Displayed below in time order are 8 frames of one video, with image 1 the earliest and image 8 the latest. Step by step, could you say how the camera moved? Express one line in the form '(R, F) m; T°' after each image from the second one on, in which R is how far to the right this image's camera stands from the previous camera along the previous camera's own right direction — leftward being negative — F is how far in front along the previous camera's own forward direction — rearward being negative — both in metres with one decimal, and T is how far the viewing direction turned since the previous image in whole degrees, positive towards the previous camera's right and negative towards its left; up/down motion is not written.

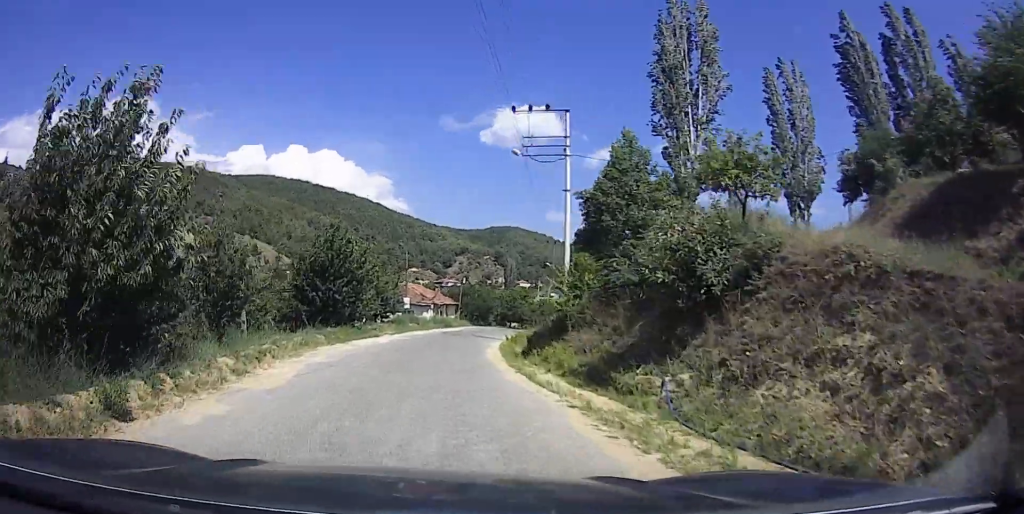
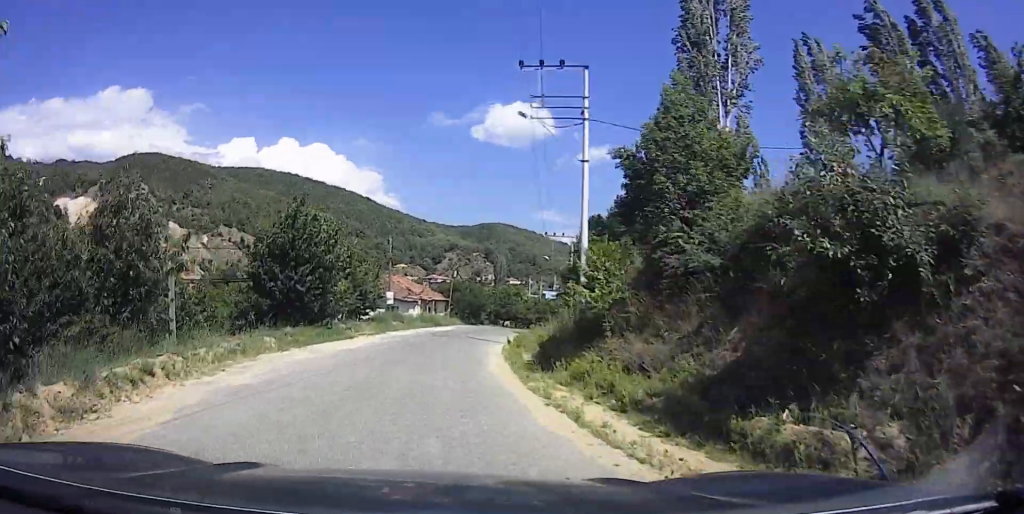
(+0.2, +8.4) m; +1°
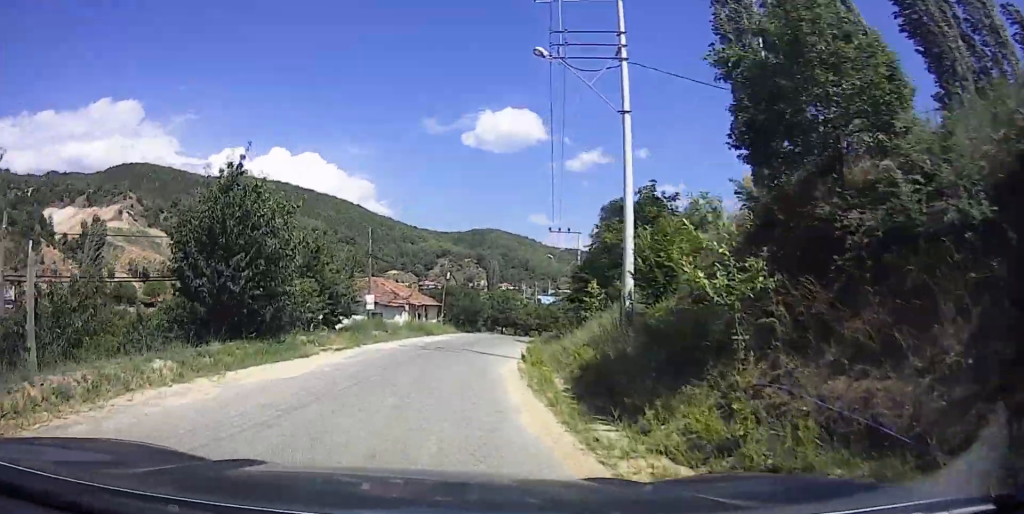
(+0.1, +9.9) m; +3°
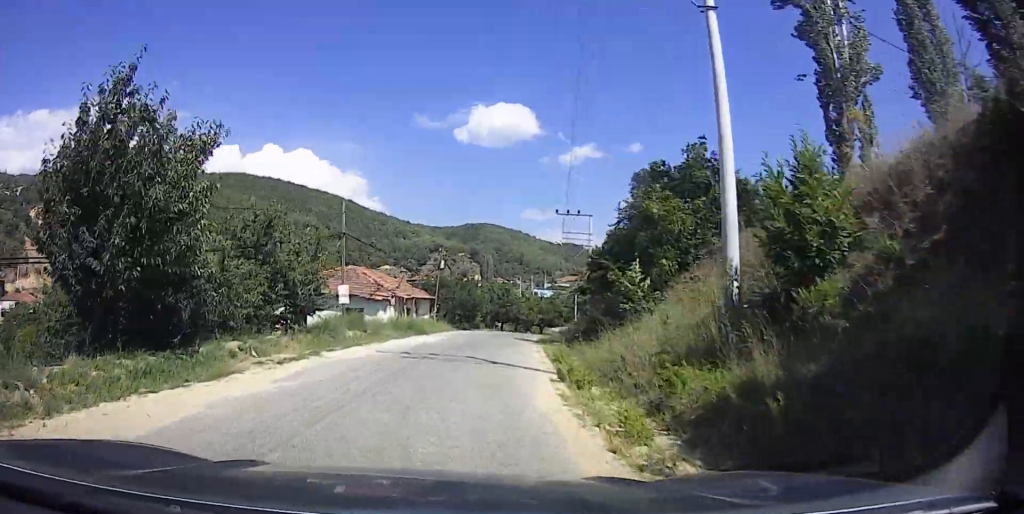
(-0.2, +8.7) m; +9°
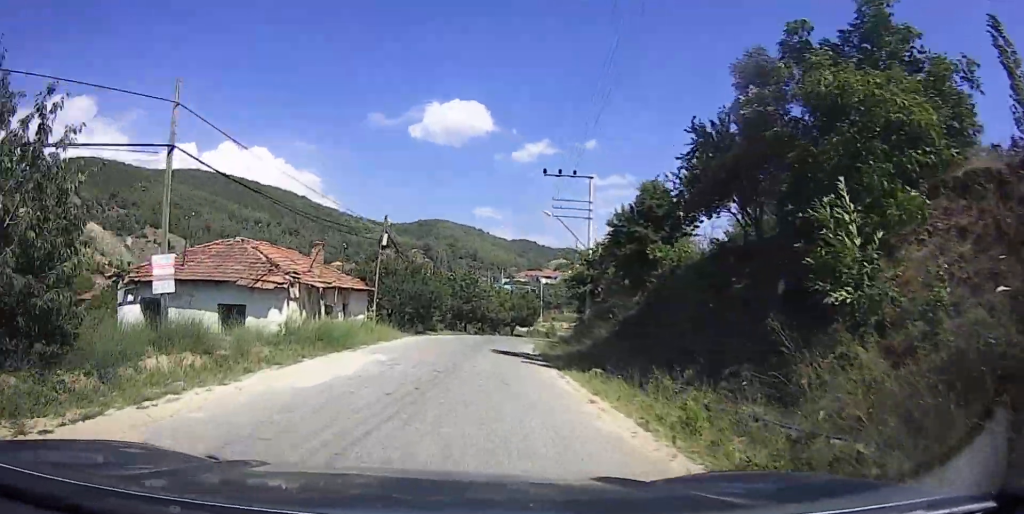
(+3.5, +15.4) m; +18°
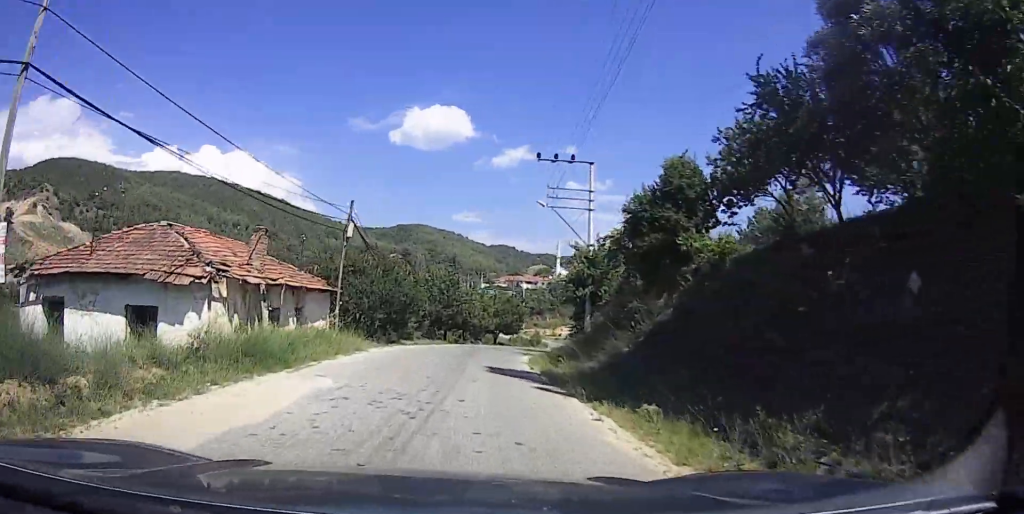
(+0.1, +5.5) m; 0°
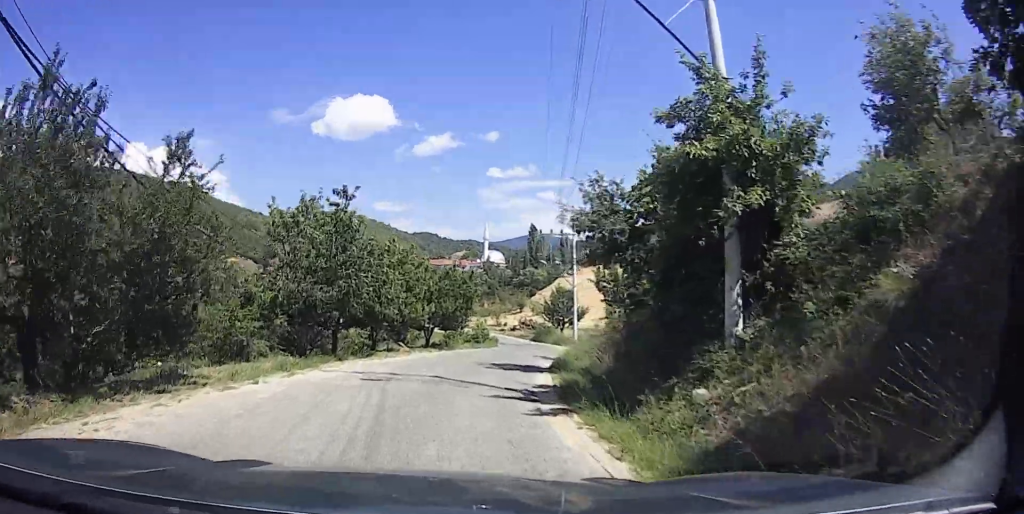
(-0.3, +22.0) m; +13°
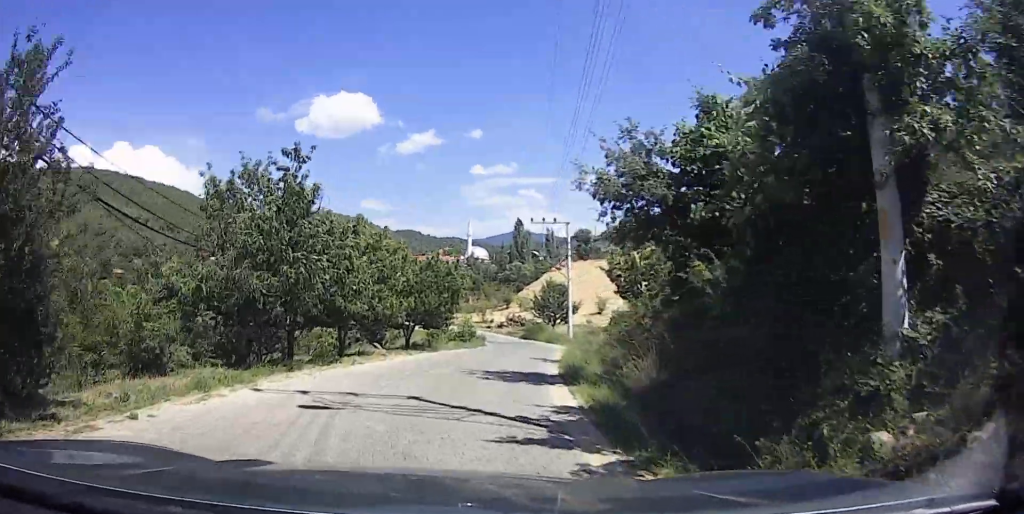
(+1.5, +3.3) m; +2°
